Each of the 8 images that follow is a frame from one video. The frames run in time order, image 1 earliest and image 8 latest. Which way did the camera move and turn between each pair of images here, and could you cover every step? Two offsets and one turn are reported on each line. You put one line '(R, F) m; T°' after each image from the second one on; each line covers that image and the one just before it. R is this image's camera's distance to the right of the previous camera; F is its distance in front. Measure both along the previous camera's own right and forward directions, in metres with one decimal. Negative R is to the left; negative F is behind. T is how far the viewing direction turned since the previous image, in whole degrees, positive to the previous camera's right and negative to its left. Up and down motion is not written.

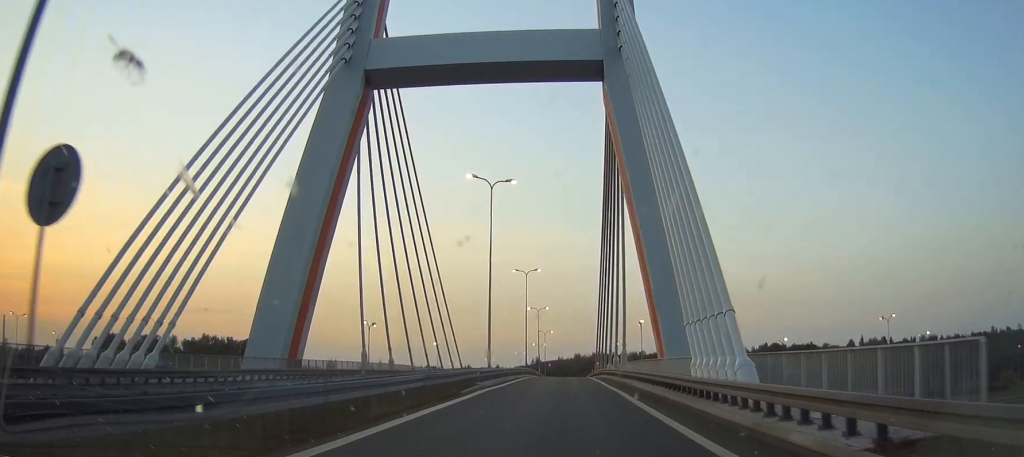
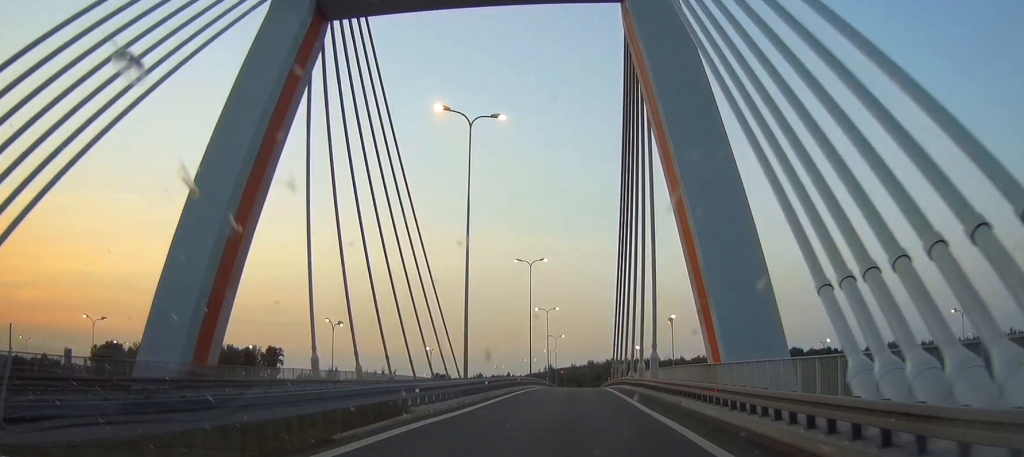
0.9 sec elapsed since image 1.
(-0.6, +15.2) m; -3°
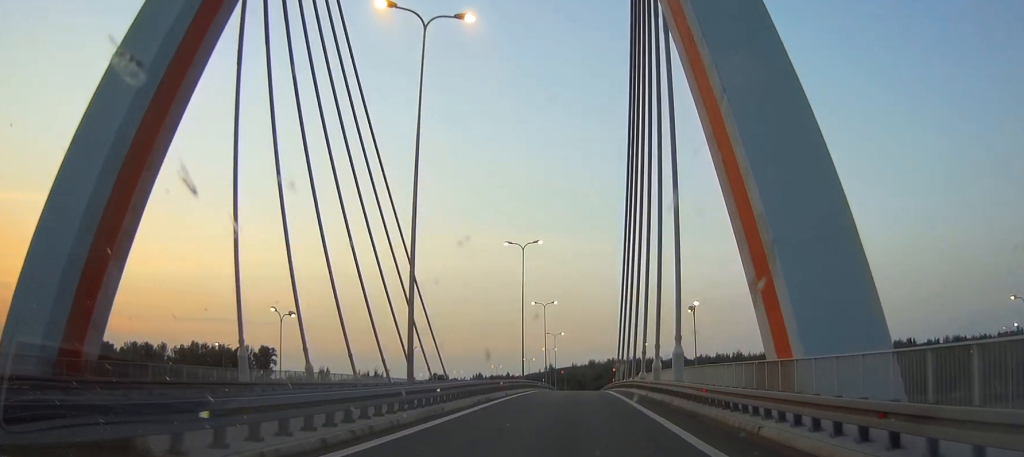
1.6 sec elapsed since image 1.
(-0.2, +11.2) m; -1°
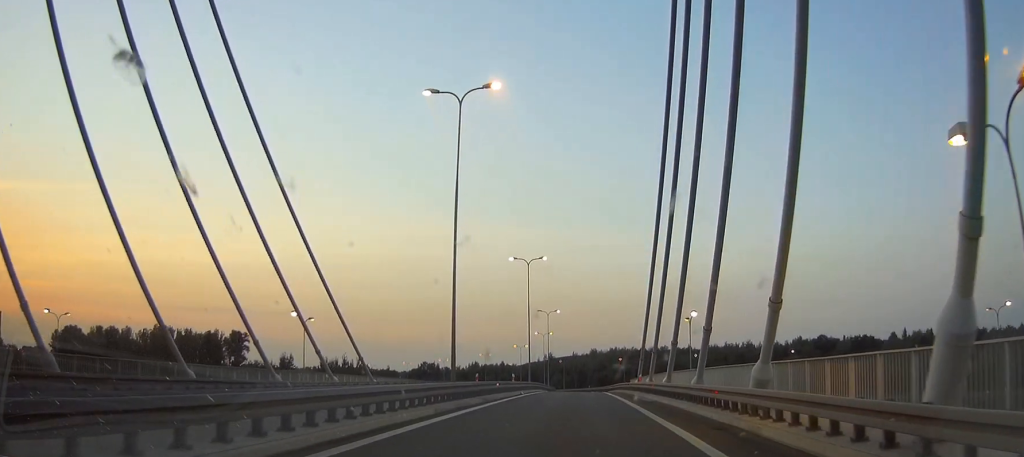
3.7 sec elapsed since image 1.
(-0.1, +36.1) m; 0°
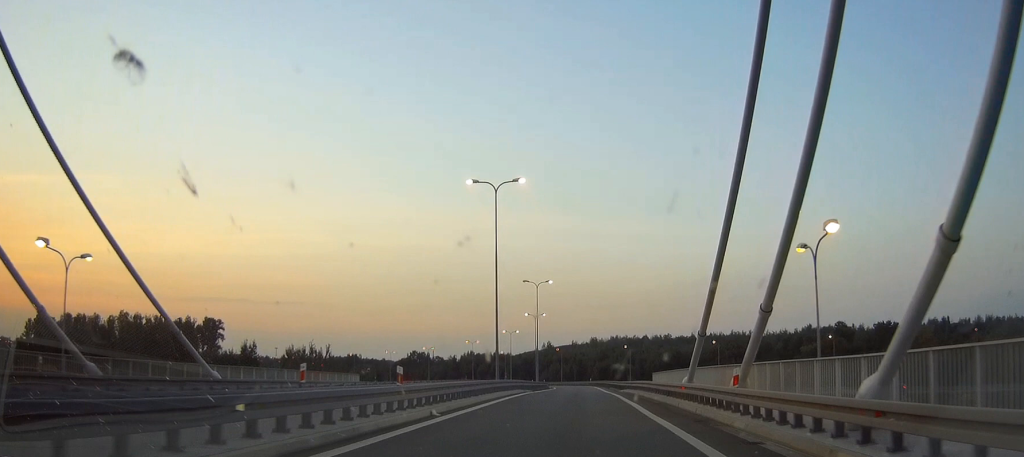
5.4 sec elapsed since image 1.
(+0.2, +27.6) m; +1°
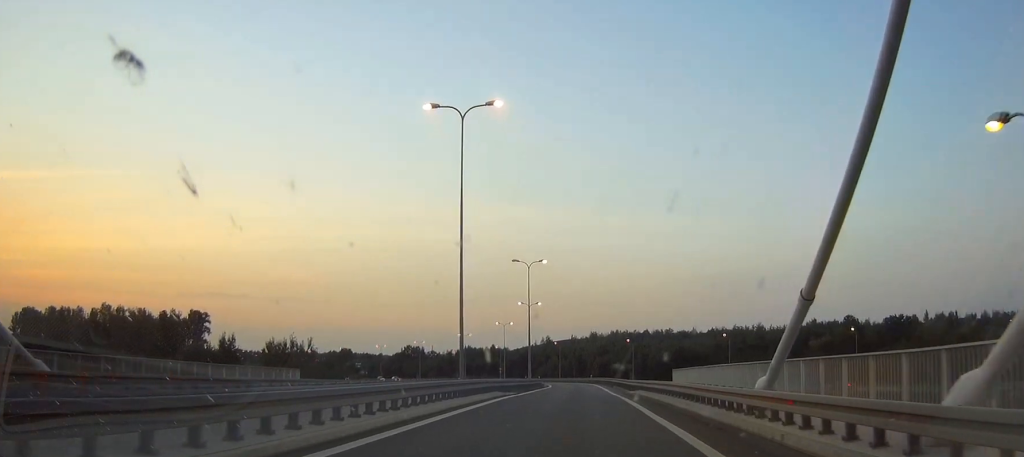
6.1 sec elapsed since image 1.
(+0.1, +13.2) m; 0°
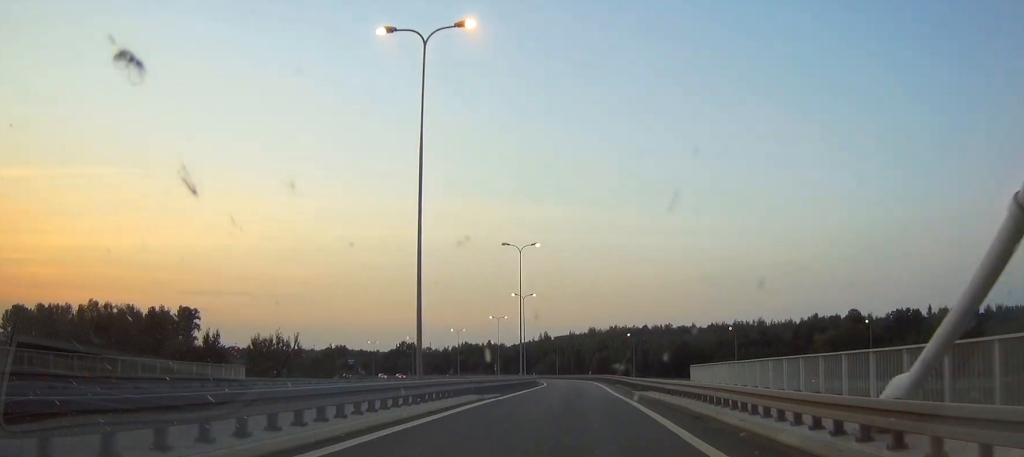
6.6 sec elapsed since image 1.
(0.0, +8.1) m; 0°
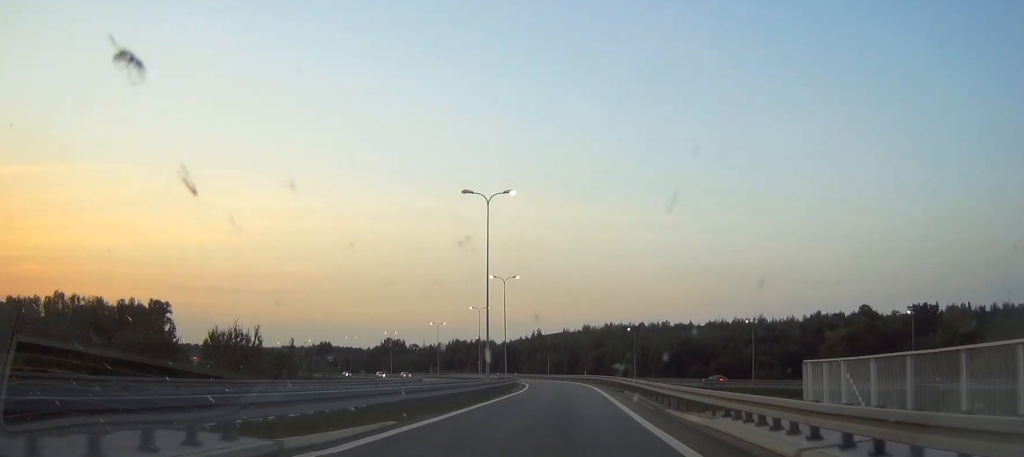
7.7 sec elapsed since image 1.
(0.0, +19.8) m; 0°
